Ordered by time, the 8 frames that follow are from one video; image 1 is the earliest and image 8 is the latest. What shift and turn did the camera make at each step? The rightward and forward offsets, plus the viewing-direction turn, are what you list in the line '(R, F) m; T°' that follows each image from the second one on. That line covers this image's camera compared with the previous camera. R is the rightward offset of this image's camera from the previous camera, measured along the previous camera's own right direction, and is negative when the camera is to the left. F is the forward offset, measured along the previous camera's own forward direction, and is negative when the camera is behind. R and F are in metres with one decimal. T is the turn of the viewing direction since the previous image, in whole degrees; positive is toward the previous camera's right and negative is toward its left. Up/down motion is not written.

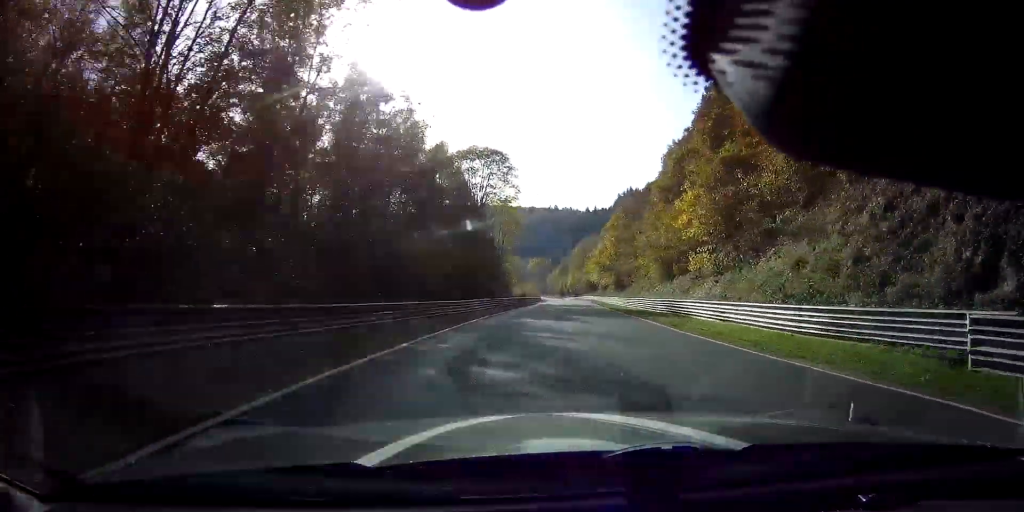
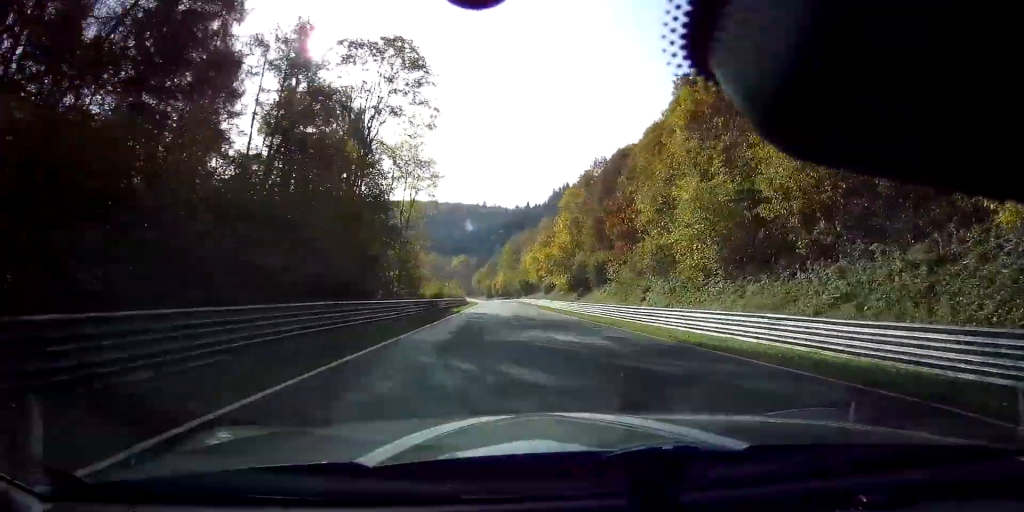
(+2.0, +30.8) m; +5°
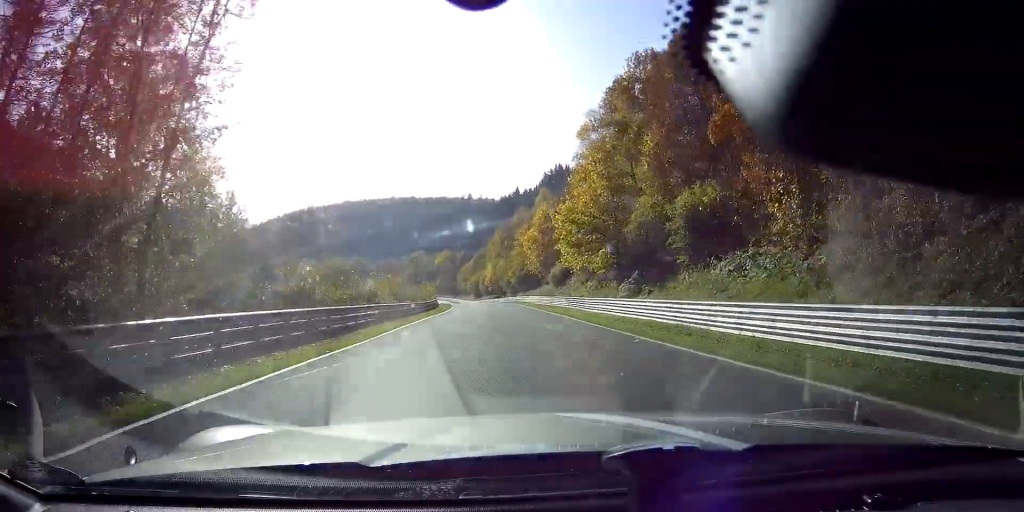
(+0.4, +36.8) m; +1°
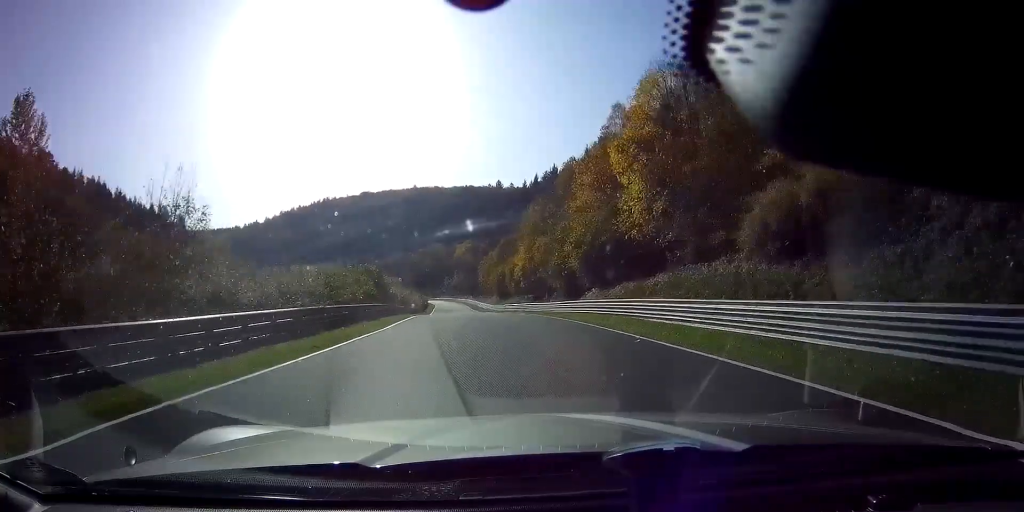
(0.0, +57.1) m; -1°
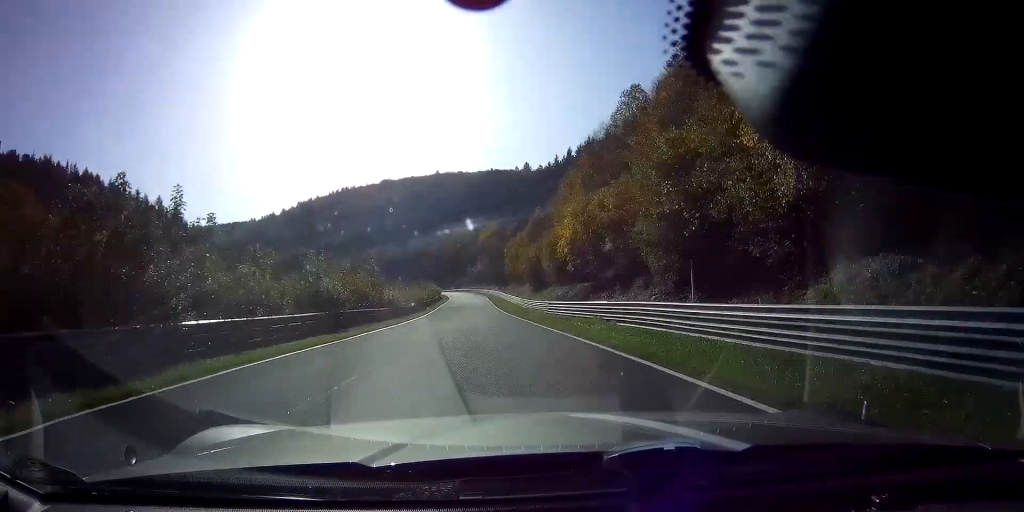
(-0.7, +33.3) m; -3°
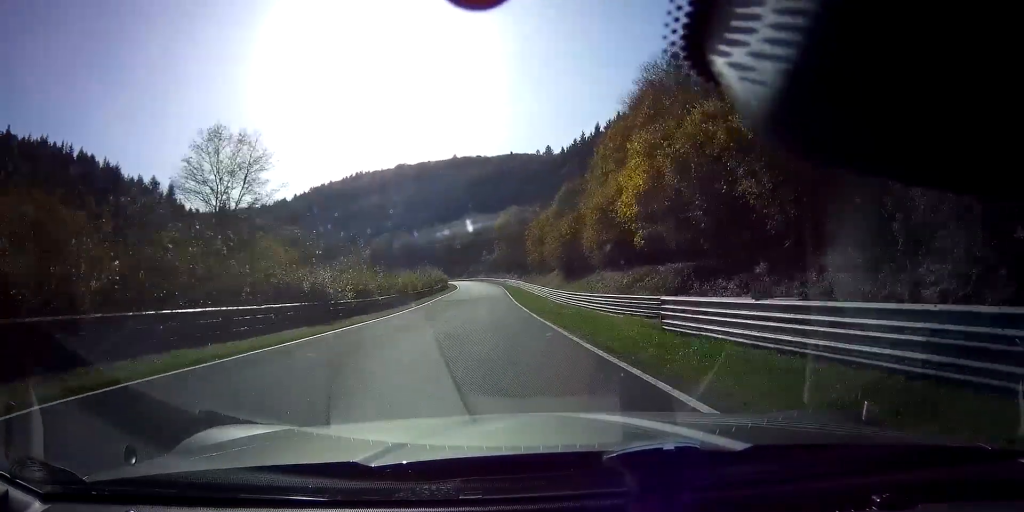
(-0.7, +23.0) m; -2°
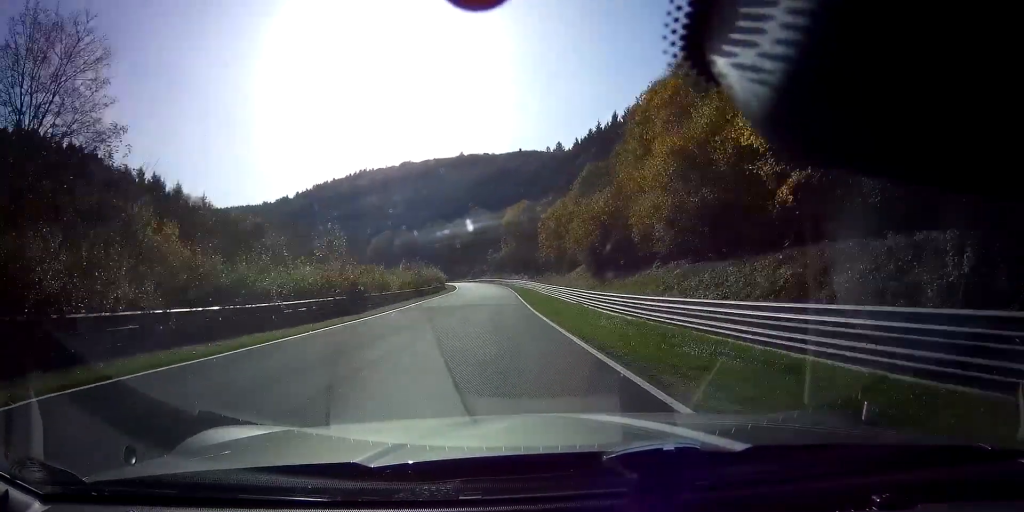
(-0.2, +18.2) m; -2°
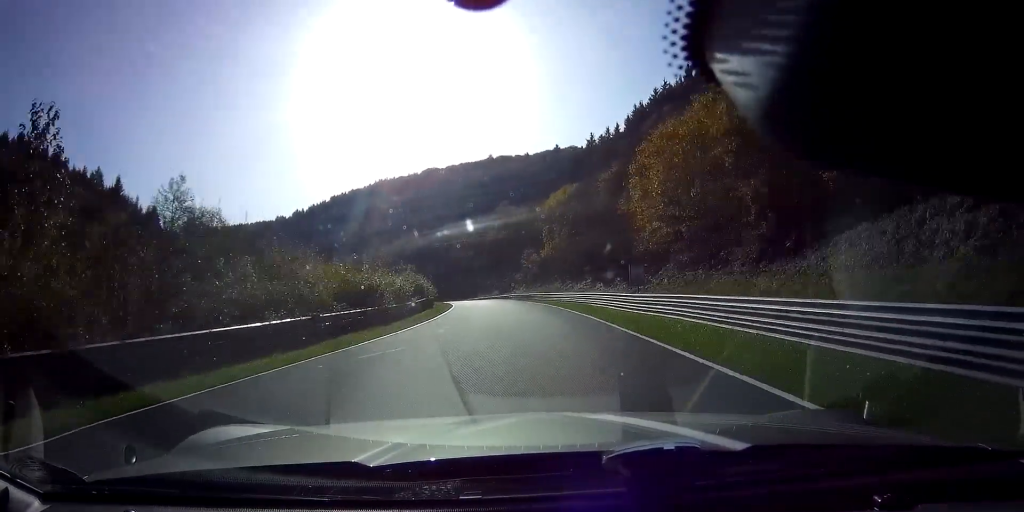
(-1.8, +55.2) m; -4°
